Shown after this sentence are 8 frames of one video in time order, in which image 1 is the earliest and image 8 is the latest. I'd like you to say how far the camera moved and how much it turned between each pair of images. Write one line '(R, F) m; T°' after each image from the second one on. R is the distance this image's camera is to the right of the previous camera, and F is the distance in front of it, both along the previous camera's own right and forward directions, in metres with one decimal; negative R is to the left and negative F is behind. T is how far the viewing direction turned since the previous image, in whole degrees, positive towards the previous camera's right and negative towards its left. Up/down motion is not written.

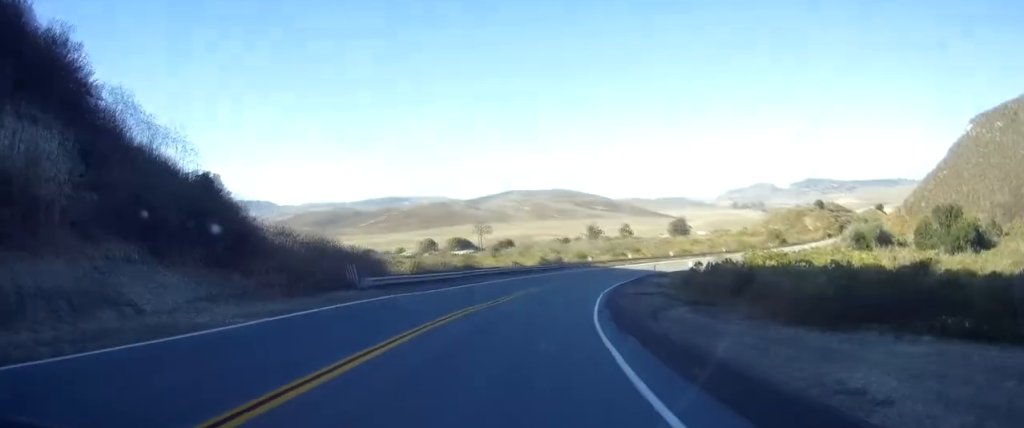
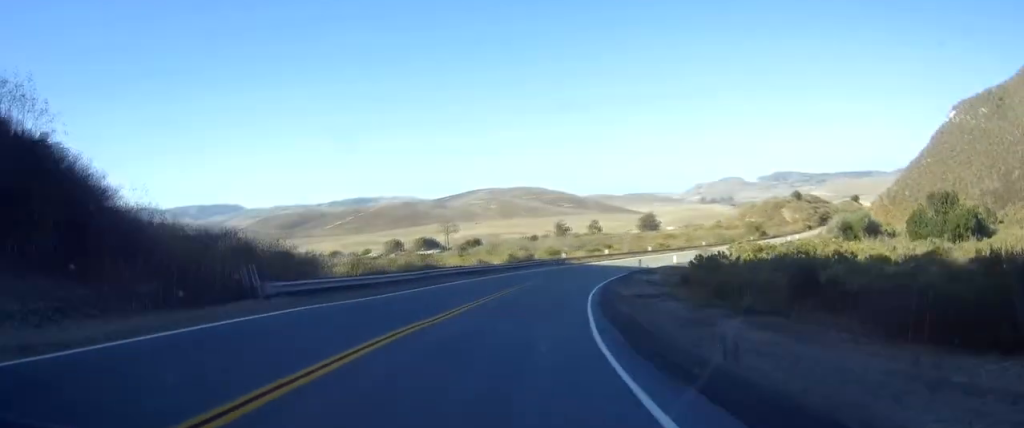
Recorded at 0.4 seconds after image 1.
(+0.4, +8.4) m; +3°
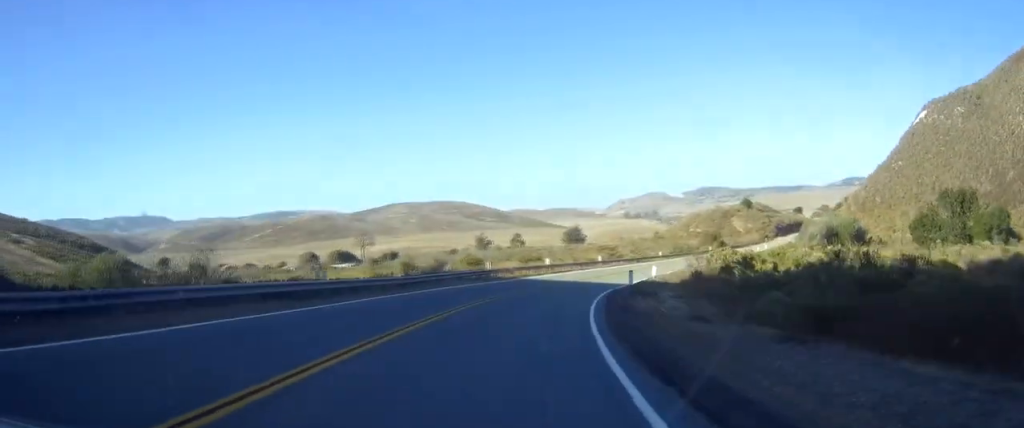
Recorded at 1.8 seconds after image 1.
(+1.7, +25.0) m; +9°
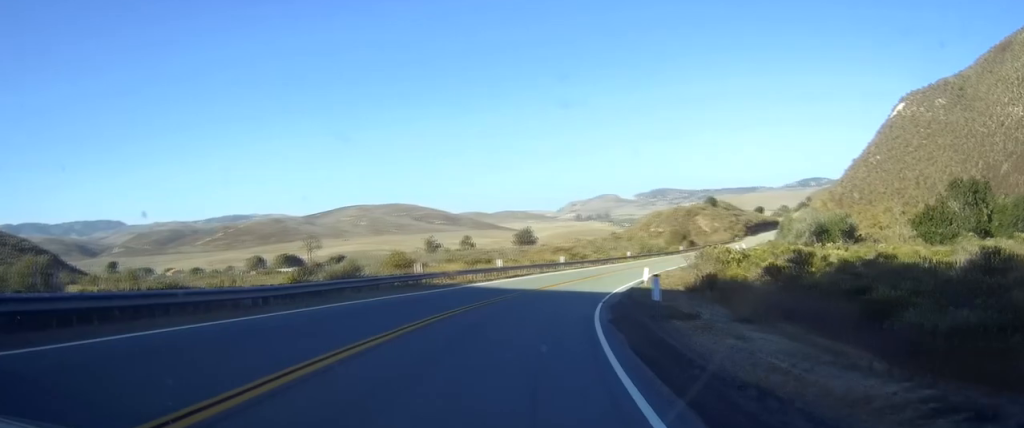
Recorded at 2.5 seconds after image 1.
(+0.8, +13.2) m; +4°
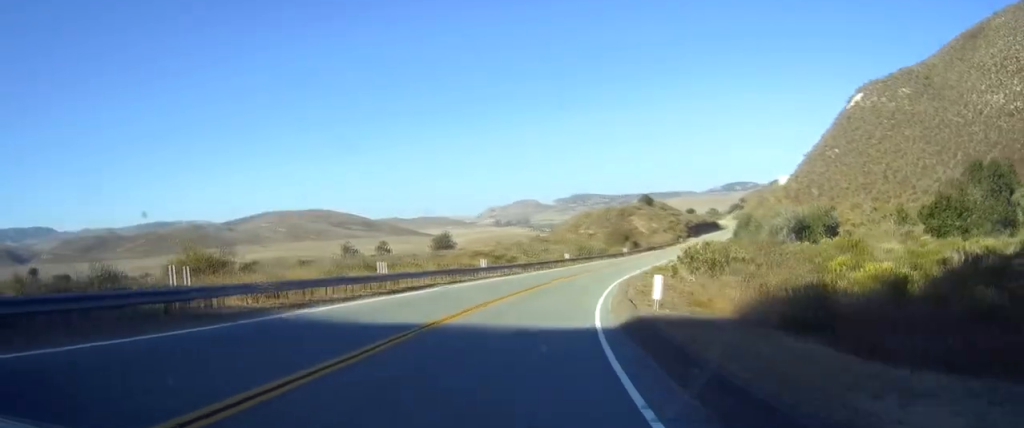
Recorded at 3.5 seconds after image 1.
(+0.8, +18.9) m; +7°
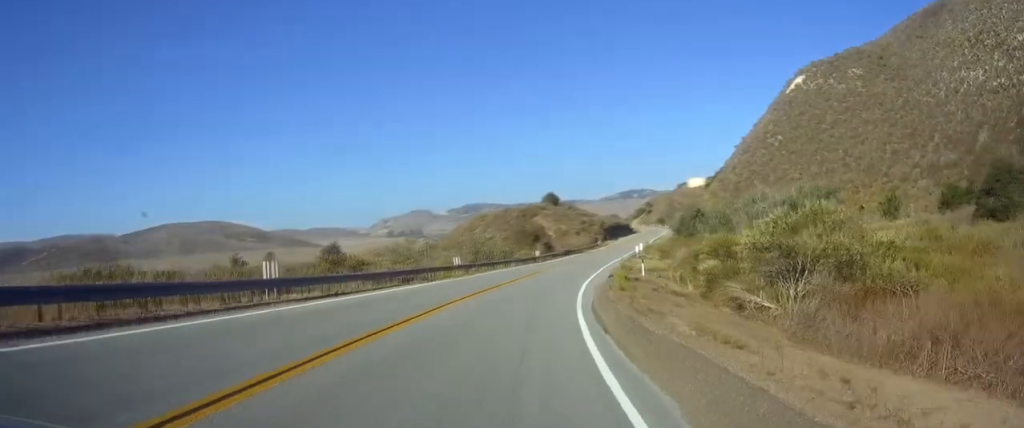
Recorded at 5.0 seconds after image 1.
(+2.8, +26.3) m; +8°
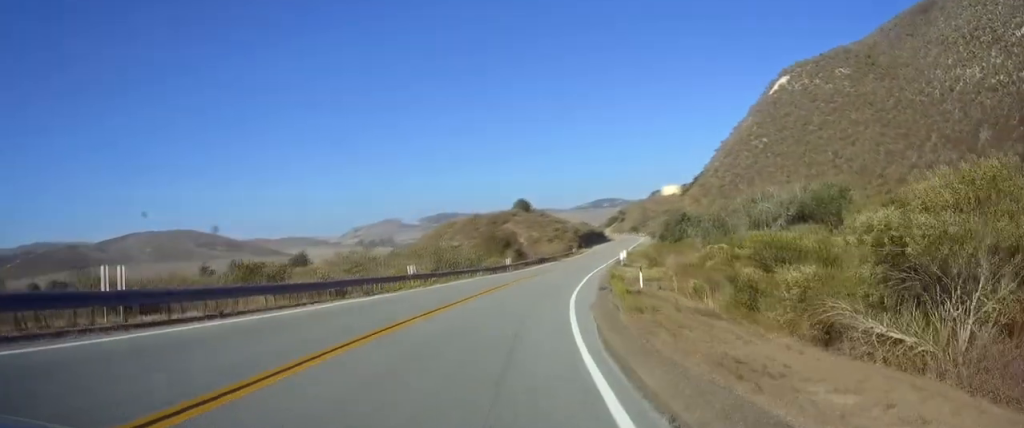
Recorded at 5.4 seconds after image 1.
(0.0, +7.9) m; 0°
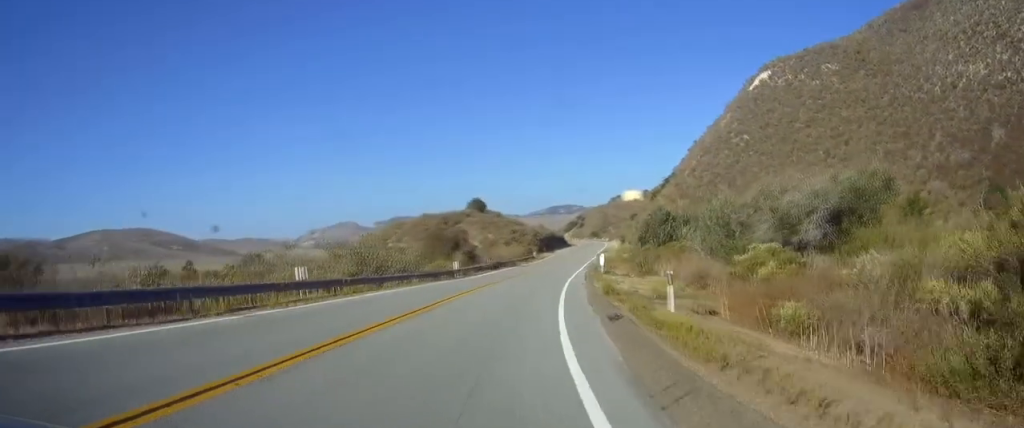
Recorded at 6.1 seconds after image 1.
(0.0, +13.4) m; +2°
